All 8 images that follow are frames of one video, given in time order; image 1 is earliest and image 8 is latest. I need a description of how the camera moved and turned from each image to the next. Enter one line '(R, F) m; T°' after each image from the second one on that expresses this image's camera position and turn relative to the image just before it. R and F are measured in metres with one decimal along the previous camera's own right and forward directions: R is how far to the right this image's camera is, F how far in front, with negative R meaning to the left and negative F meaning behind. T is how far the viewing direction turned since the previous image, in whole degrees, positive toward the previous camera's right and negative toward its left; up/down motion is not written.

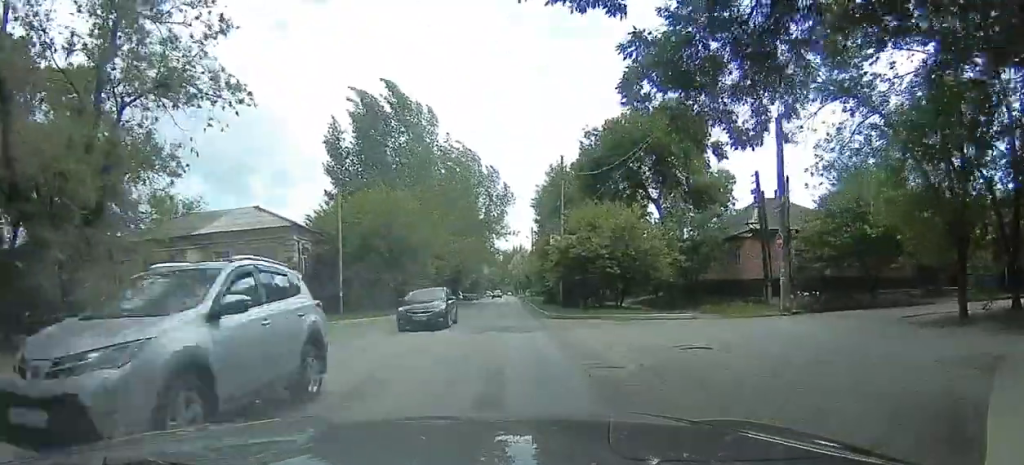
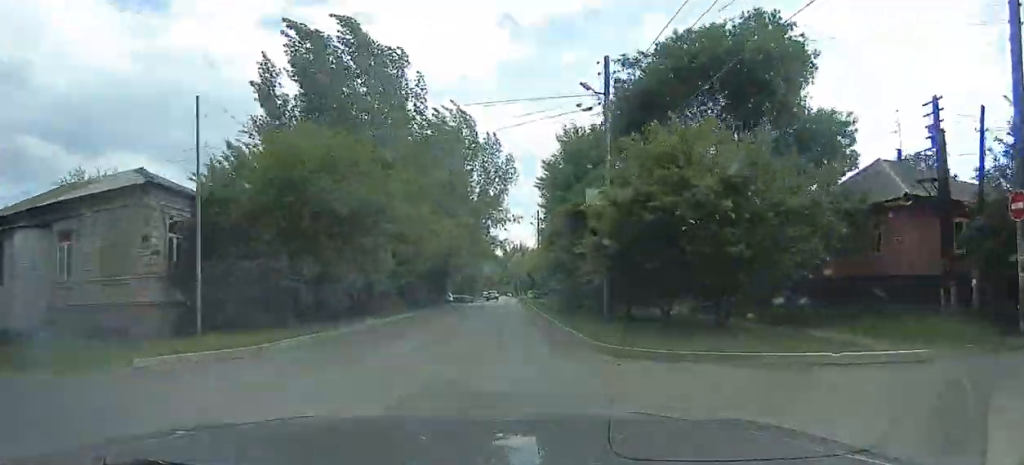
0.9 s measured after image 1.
(0.0, +14.2) m; 0°
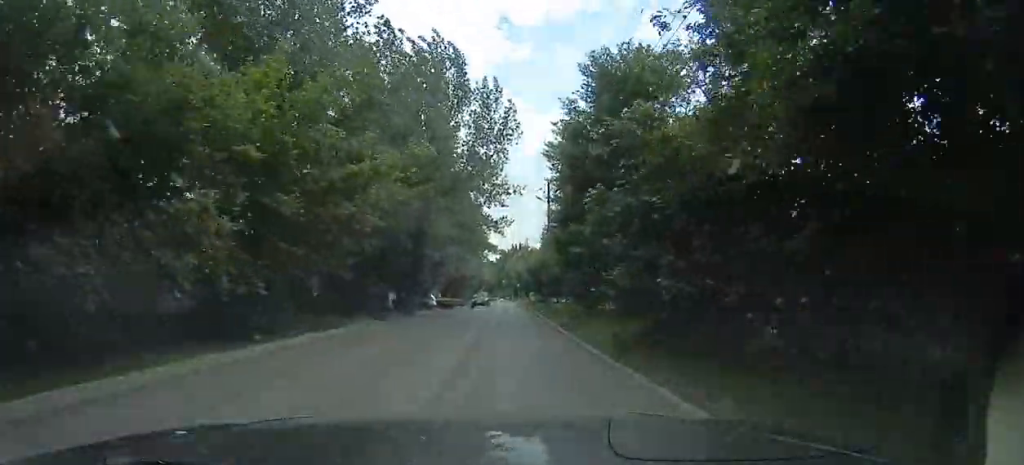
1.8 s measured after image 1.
(0.0, +14.6) m; 0°
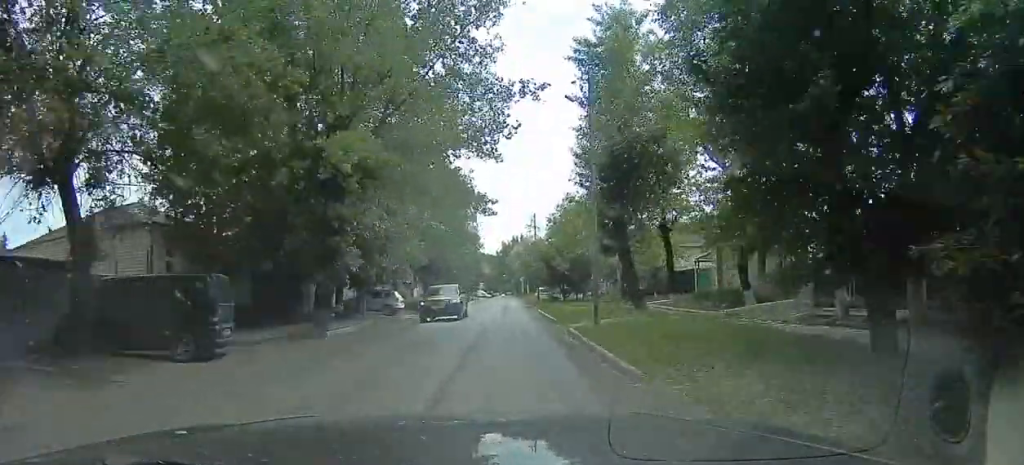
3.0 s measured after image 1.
(0.0, +18.6) m; +1°
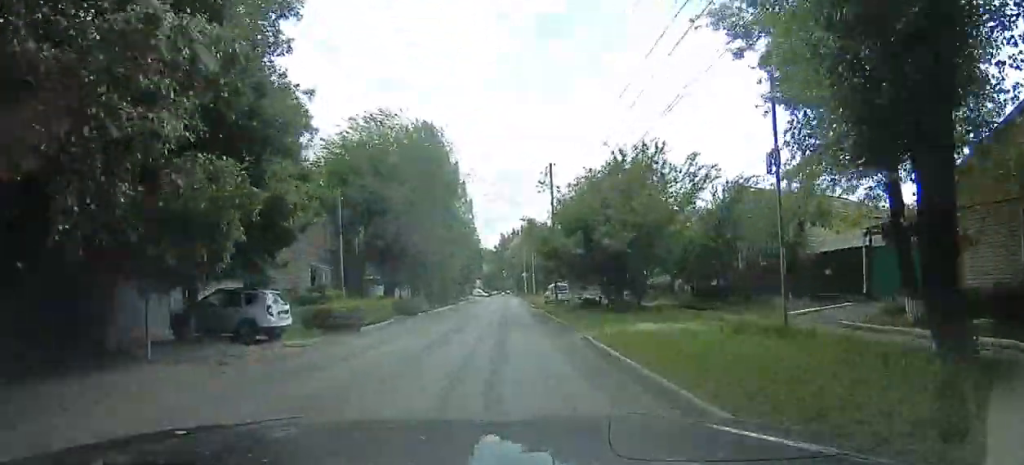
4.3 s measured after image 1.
(+0.4, +20.1) m; +1°
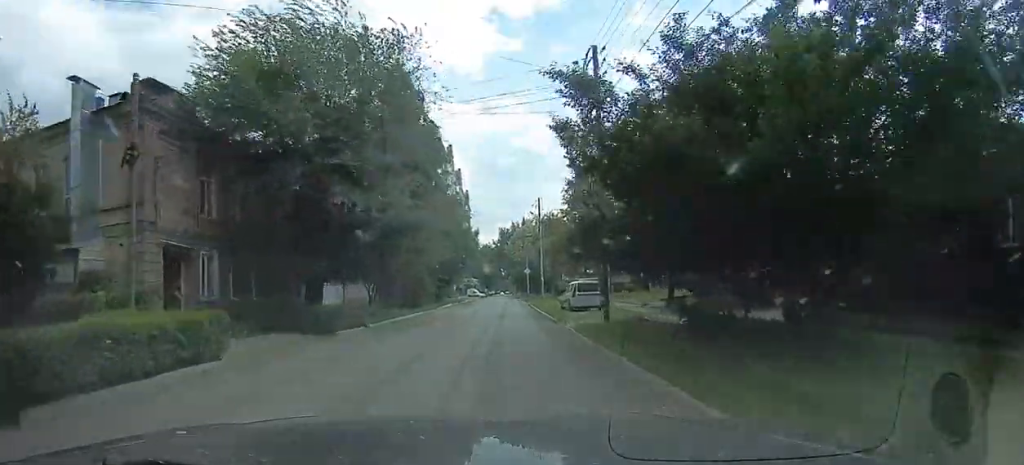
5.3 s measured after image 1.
(0.0, +14.0) m; 0°
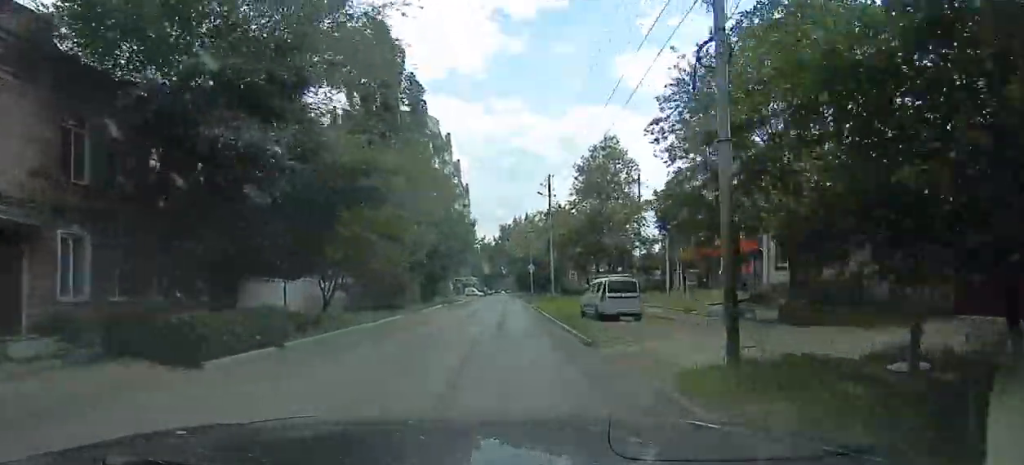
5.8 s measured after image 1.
(0.0, +7.4) m; 0°
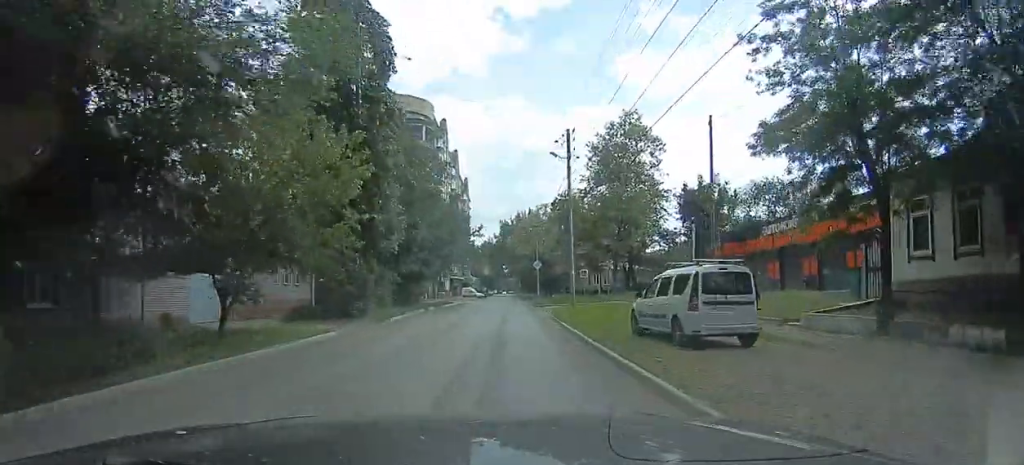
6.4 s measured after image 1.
(0.0, +8.6) m; 0°
